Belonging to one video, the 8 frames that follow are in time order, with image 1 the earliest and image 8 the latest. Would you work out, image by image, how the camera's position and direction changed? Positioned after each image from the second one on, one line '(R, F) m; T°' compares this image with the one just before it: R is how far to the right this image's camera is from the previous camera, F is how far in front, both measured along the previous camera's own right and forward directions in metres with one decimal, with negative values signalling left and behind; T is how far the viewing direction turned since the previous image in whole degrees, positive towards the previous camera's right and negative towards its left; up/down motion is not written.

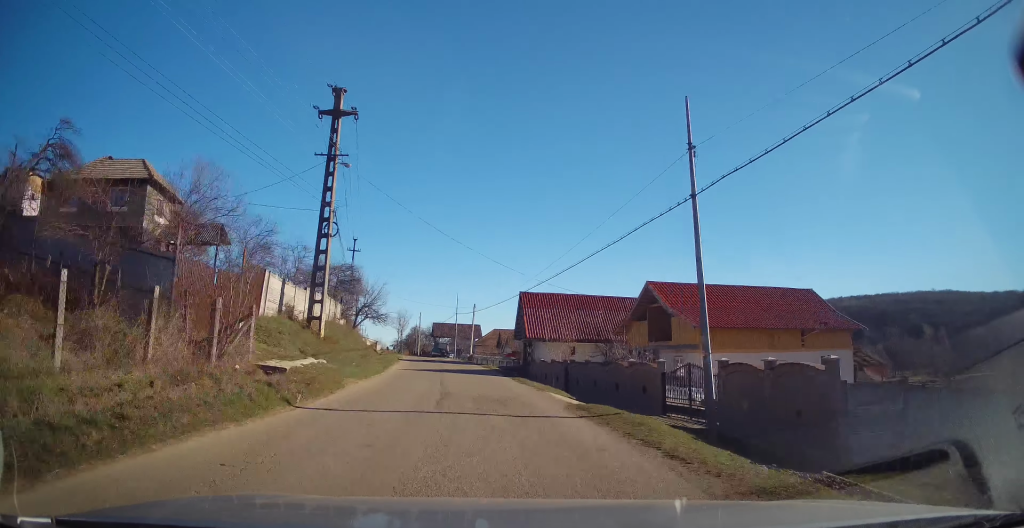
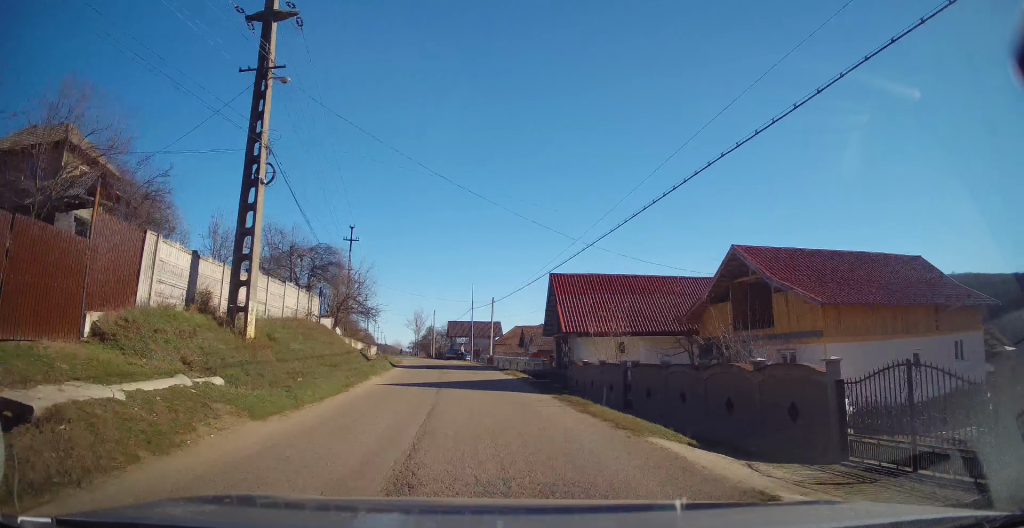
(+0.1, +8.6) m; -1°
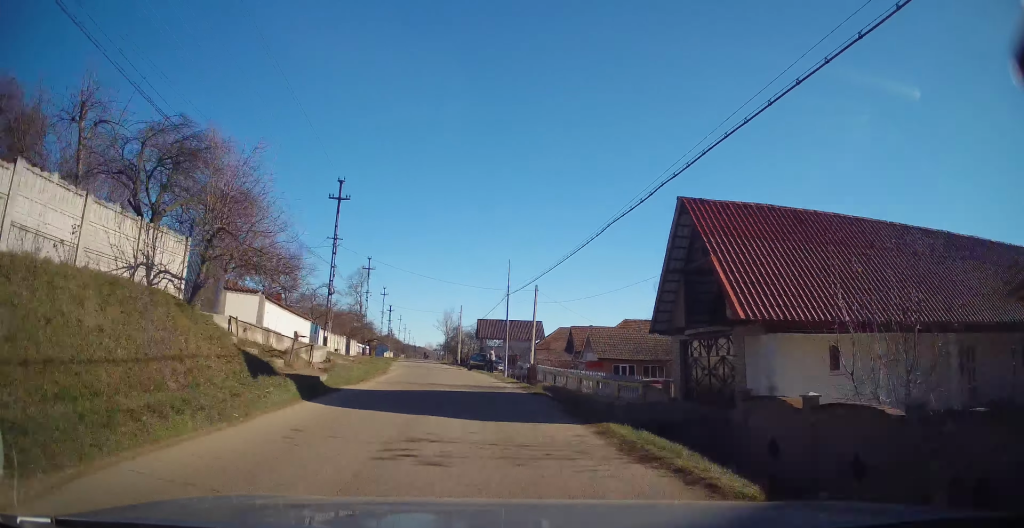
(-0.6, +16.1) m; -5°
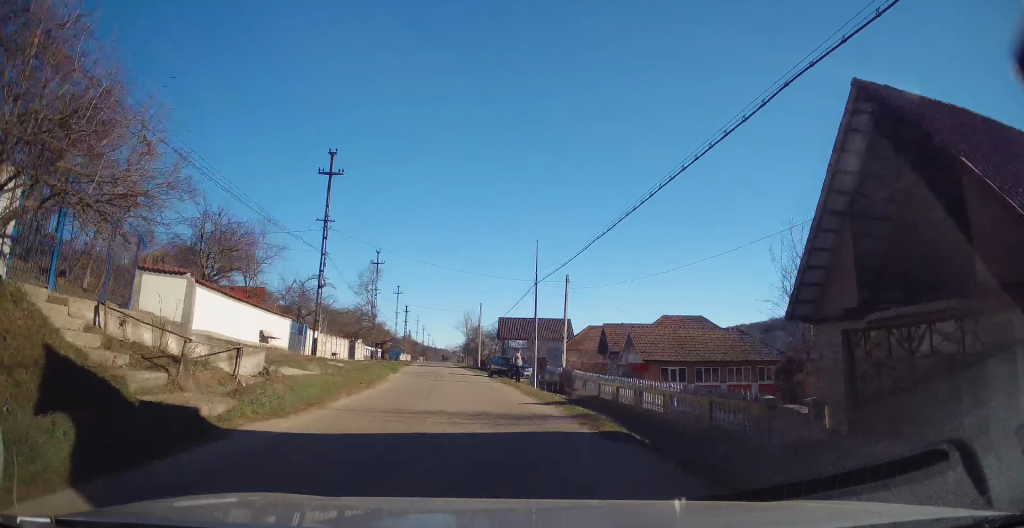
(-0.4, +6.8) m; -2°
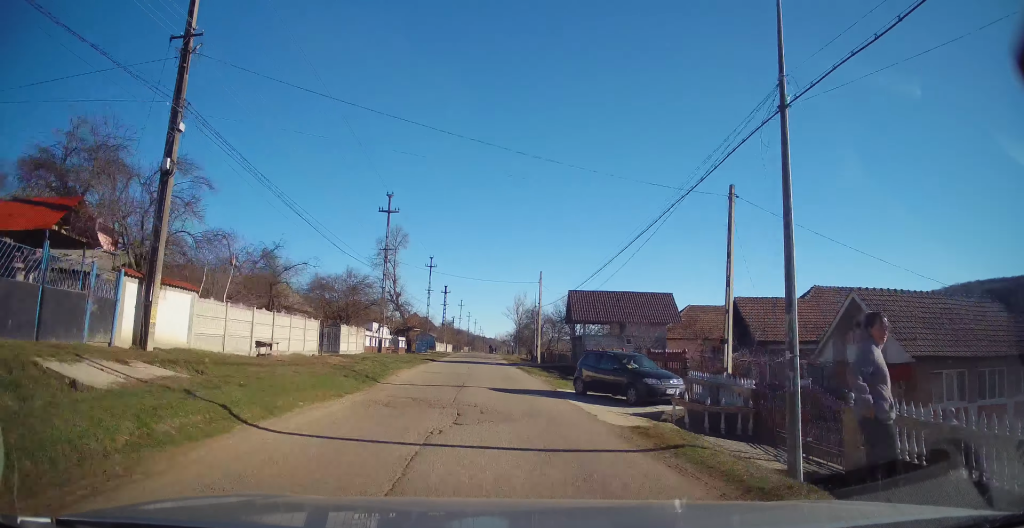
(-1.0, +20.8) m; -6°
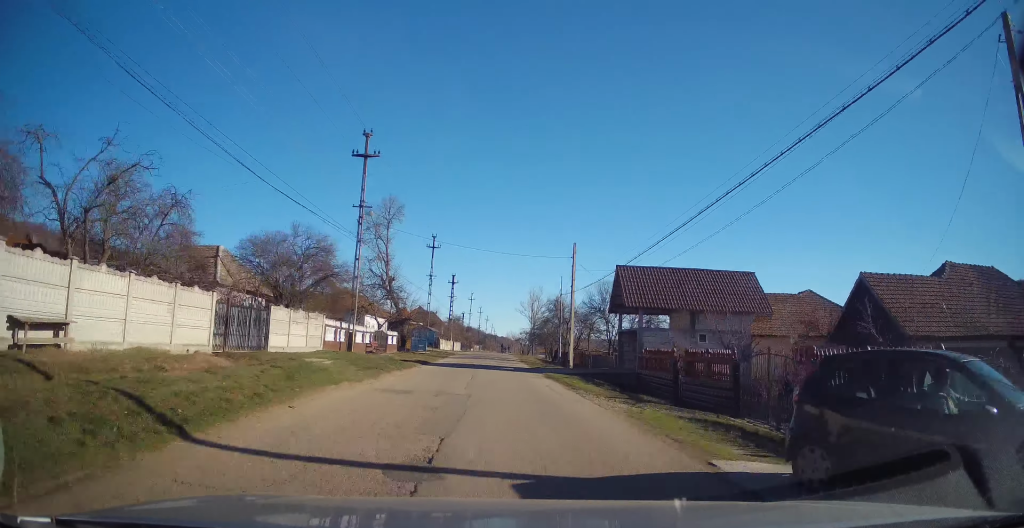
(-0.2, +12.7) m; -1°
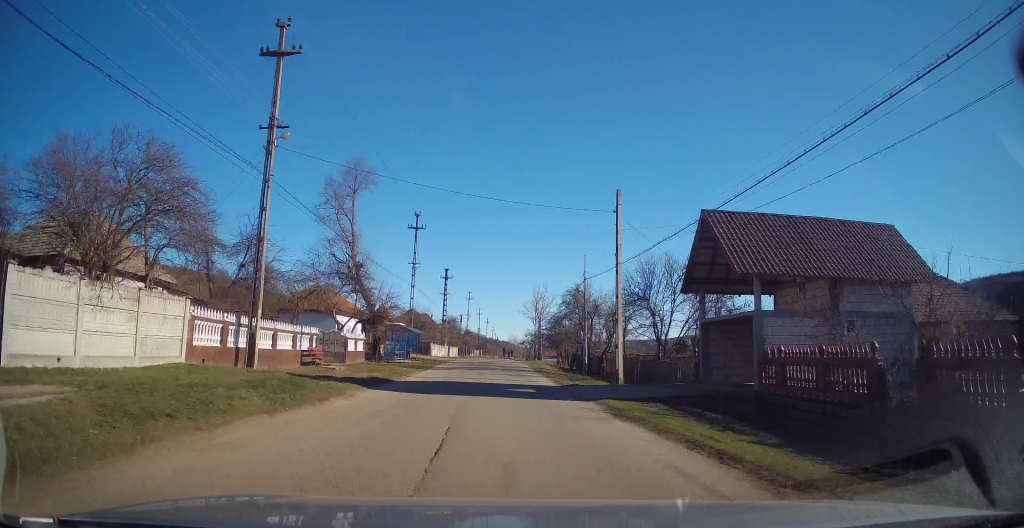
(-0.2, +12.5) m; -1°
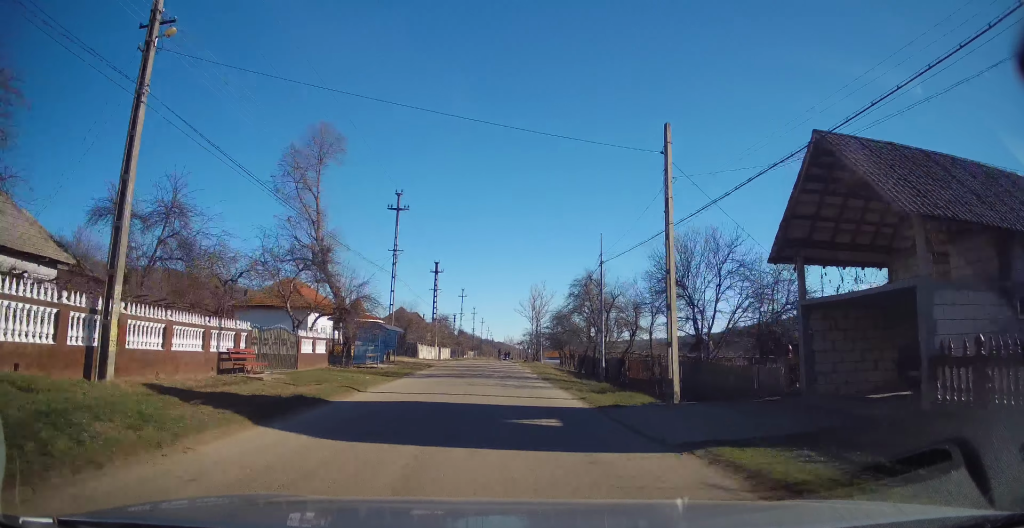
(-0.1, +6.9) m; 0°
